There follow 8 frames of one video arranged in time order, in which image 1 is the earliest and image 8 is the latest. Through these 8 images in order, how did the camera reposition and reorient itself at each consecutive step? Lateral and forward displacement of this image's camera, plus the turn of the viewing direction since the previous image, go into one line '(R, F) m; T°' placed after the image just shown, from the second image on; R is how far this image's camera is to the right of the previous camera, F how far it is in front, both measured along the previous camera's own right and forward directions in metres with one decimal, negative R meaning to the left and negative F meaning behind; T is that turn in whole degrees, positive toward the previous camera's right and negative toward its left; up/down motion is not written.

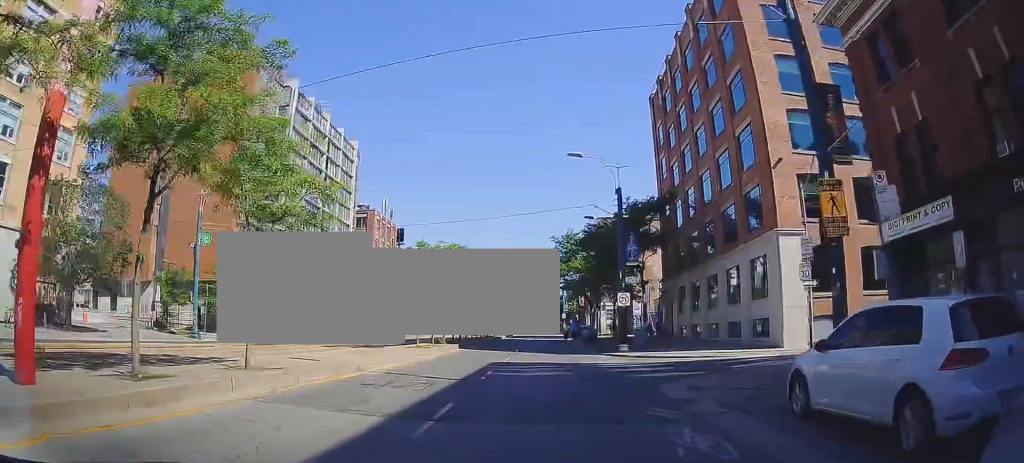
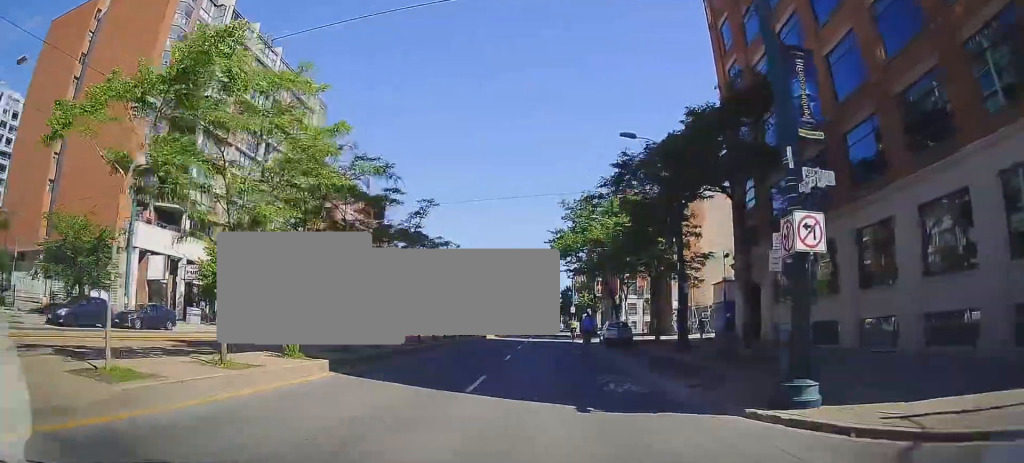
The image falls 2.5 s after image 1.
(-0.4, +18.3) m; -1°
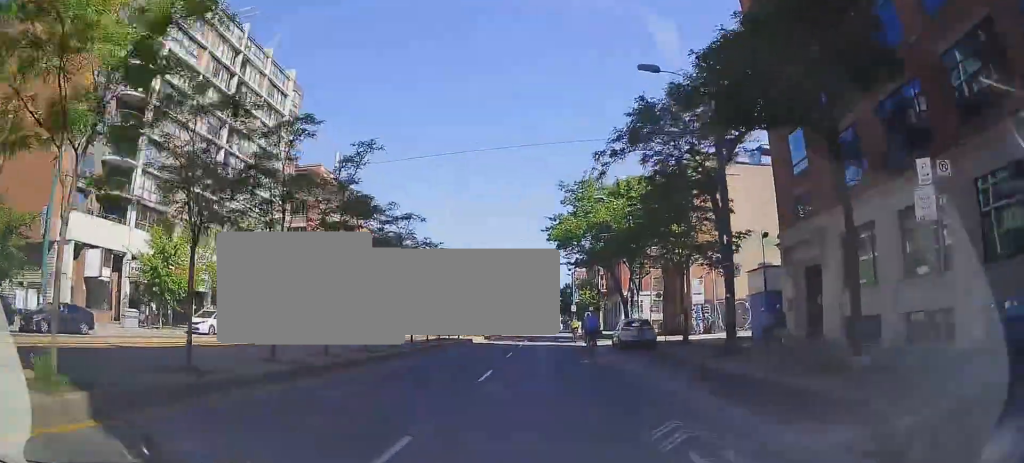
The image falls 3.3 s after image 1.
(0.0, +7.2) m; +1°
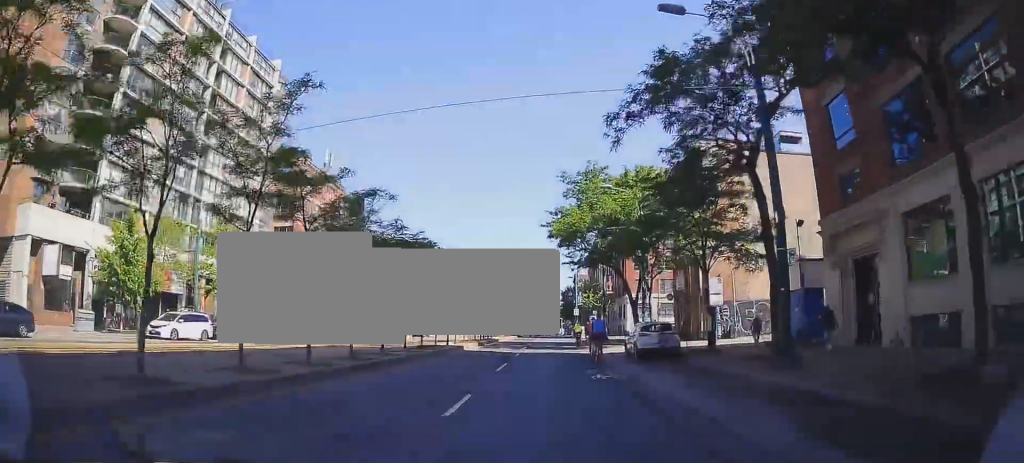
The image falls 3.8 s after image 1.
(+0.1, +4.2) m; 0°
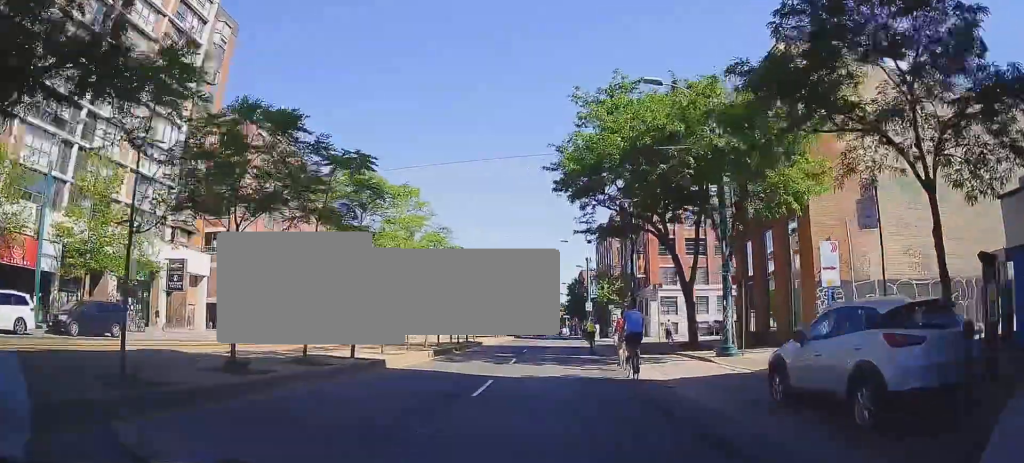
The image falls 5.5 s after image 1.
(-0.7, +15.2) m; -4°
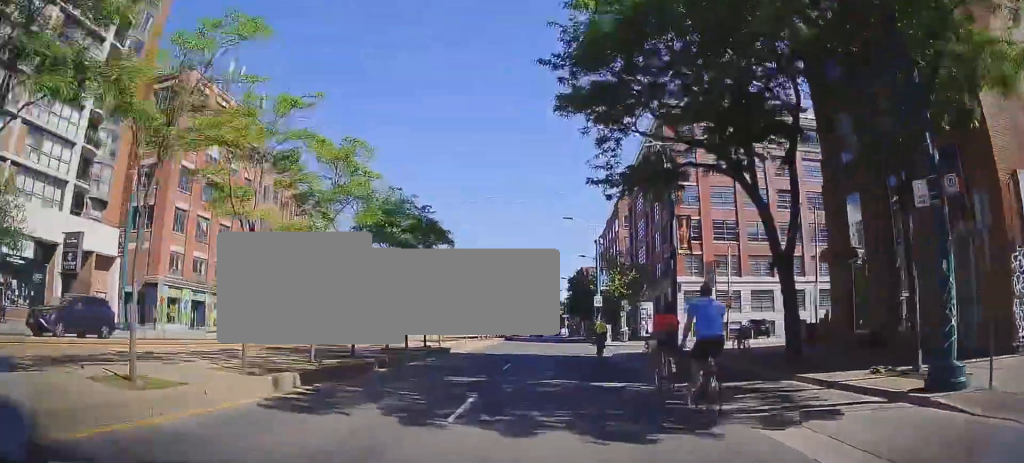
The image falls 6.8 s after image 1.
(+0.2, +11.7) m; +2°
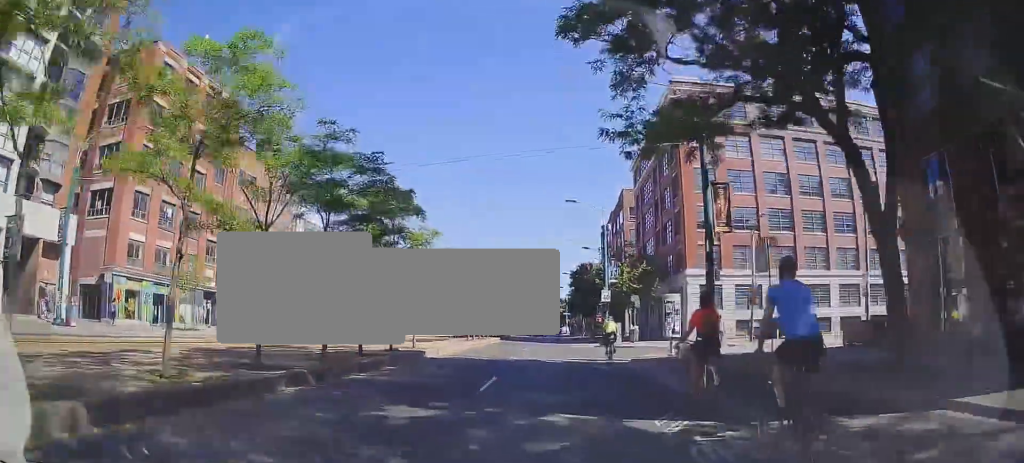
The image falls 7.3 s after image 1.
(0.0, +5.4) m; 0°
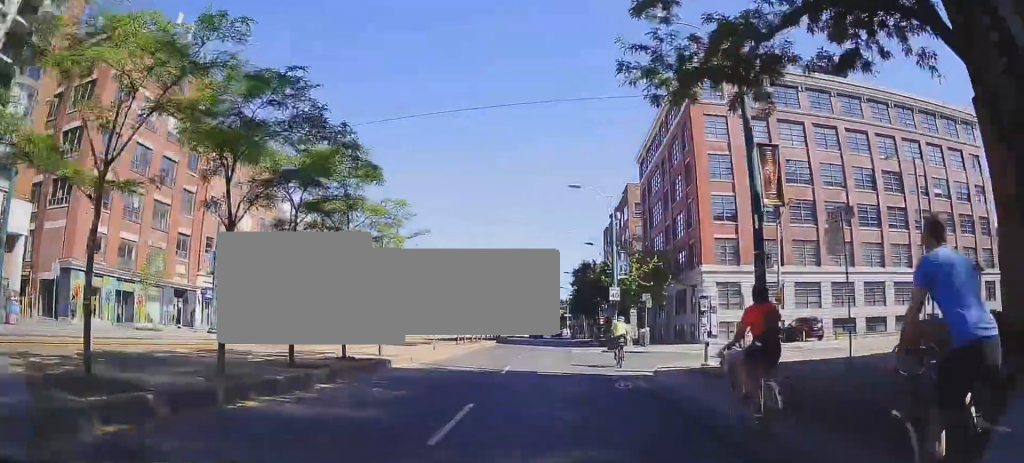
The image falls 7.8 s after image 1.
(0.0, +4.4) m; 0°
